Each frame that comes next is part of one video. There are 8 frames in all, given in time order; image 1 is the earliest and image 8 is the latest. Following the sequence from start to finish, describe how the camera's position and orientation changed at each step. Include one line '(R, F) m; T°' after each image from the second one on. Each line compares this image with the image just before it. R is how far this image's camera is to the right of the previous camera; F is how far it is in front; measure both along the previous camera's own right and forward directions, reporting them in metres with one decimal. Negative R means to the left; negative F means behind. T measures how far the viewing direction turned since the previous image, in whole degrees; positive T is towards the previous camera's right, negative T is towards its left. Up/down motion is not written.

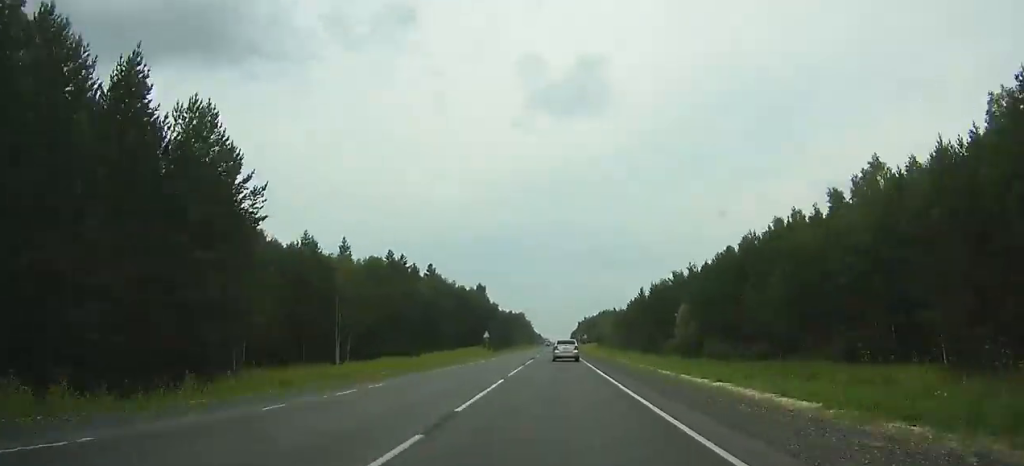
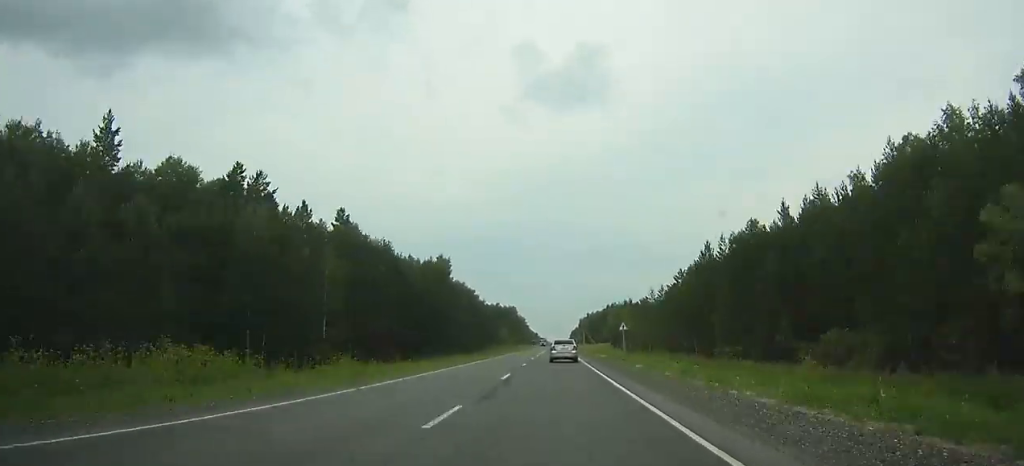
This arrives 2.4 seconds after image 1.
(+0.1, +64.5) m; 0°
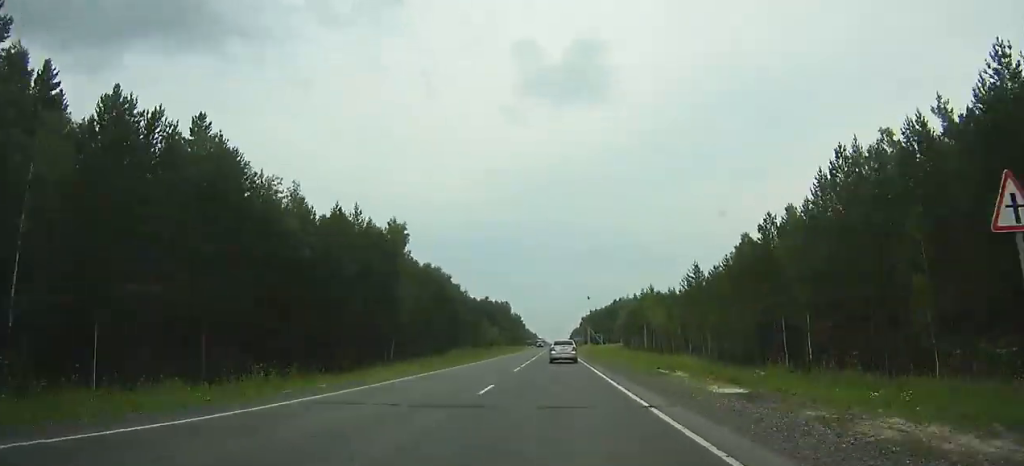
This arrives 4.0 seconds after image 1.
(+0.1, +43.8) m; 0°
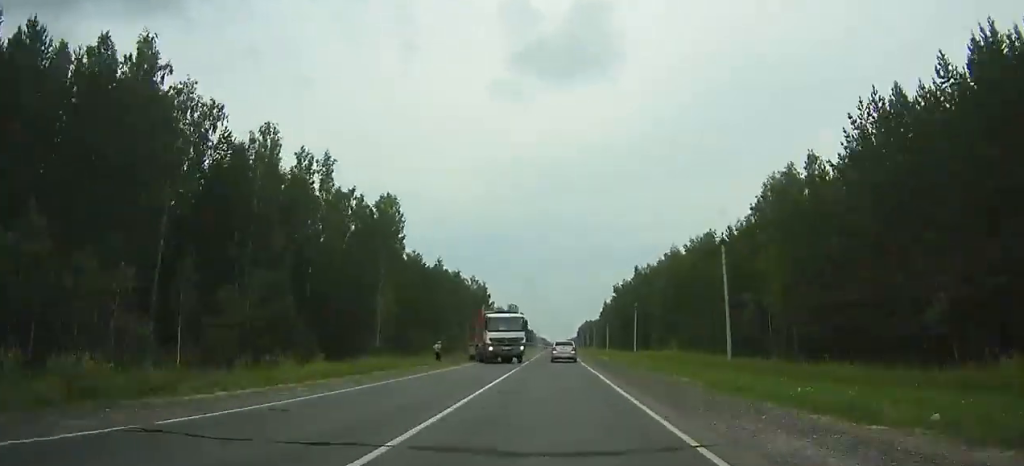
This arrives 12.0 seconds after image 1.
(-0.4, +209.0) m; 0°
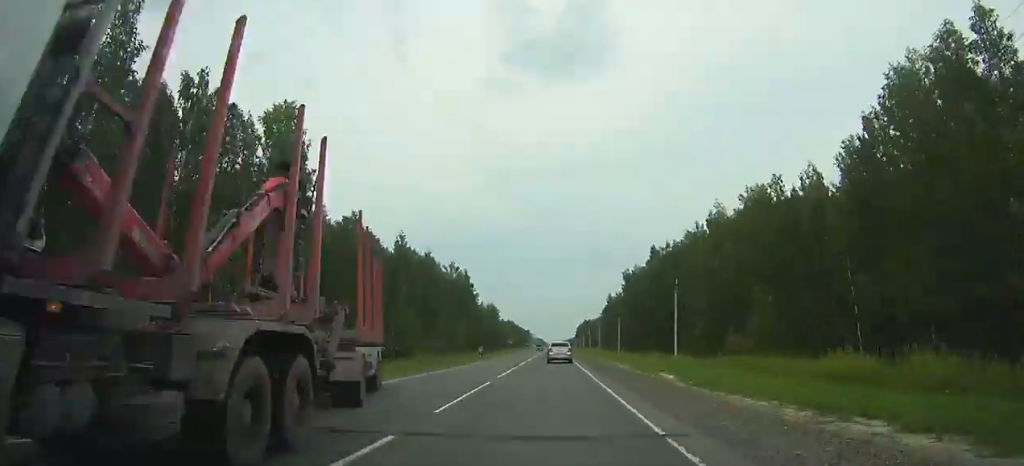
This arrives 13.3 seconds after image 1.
(0.0, +32.3) m; 0°
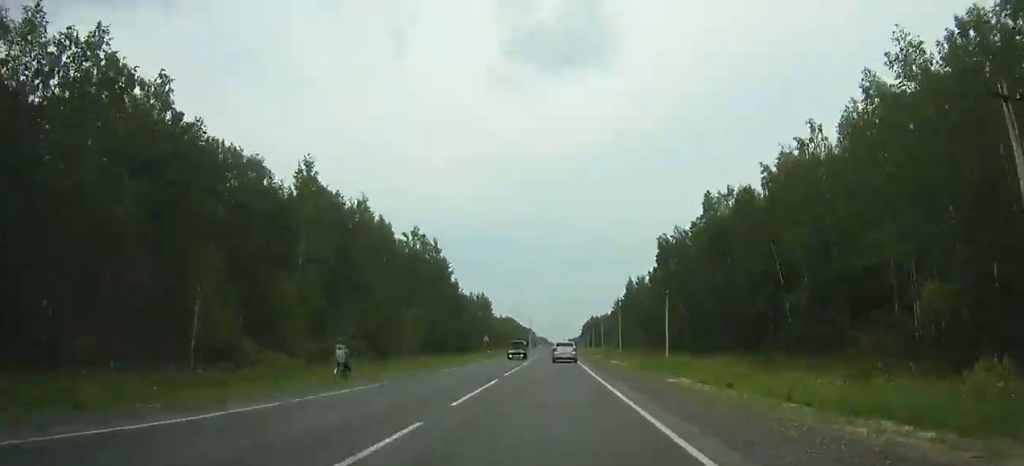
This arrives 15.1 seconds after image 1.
(-0.1, +44.8) m; 0°
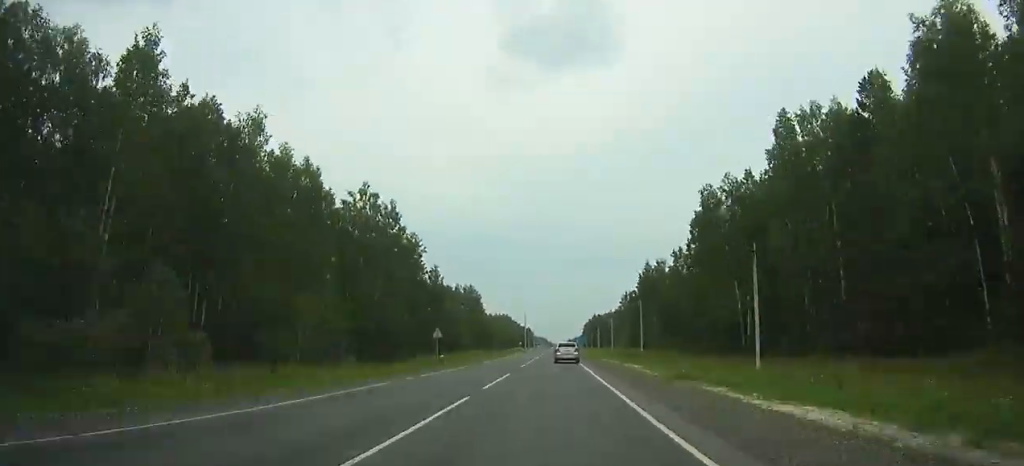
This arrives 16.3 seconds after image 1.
(-0.1, +29.8) m; 0°
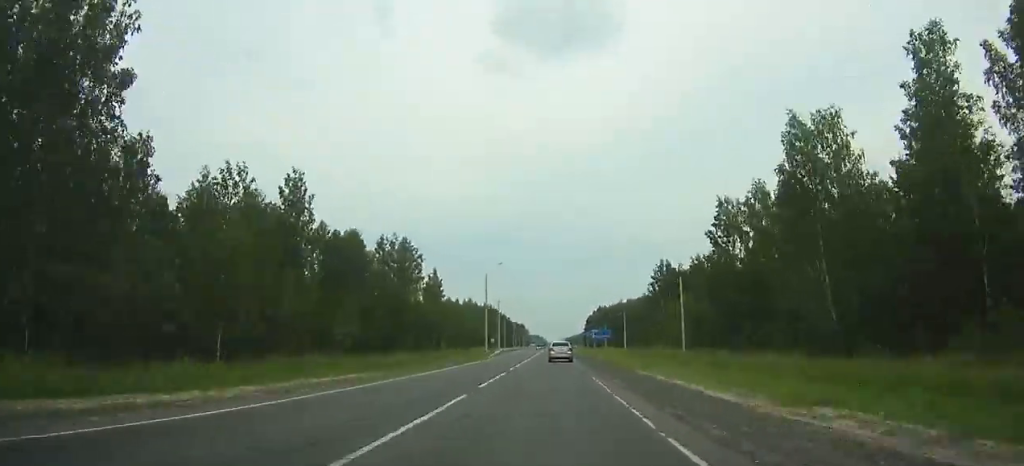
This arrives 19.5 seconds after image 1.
(+0.2, +84.6) m; 0°
